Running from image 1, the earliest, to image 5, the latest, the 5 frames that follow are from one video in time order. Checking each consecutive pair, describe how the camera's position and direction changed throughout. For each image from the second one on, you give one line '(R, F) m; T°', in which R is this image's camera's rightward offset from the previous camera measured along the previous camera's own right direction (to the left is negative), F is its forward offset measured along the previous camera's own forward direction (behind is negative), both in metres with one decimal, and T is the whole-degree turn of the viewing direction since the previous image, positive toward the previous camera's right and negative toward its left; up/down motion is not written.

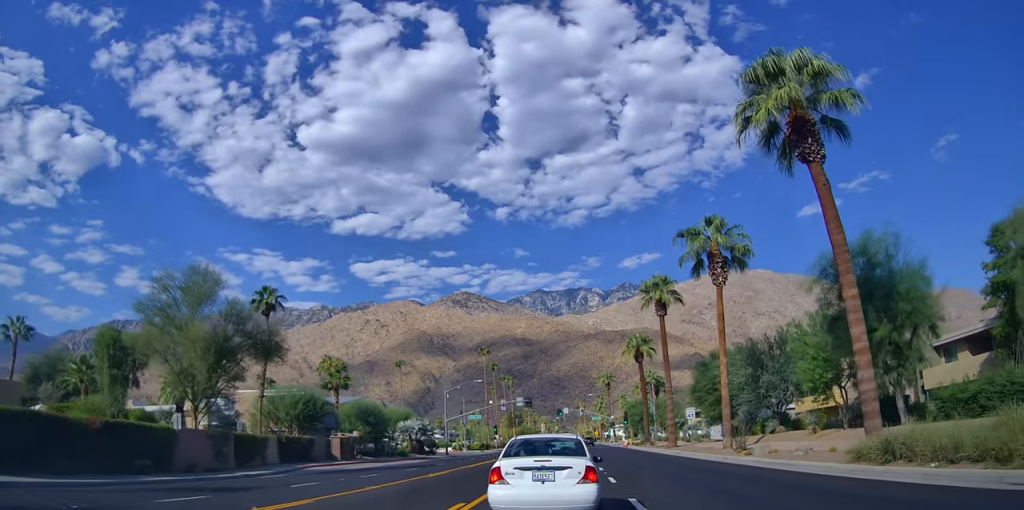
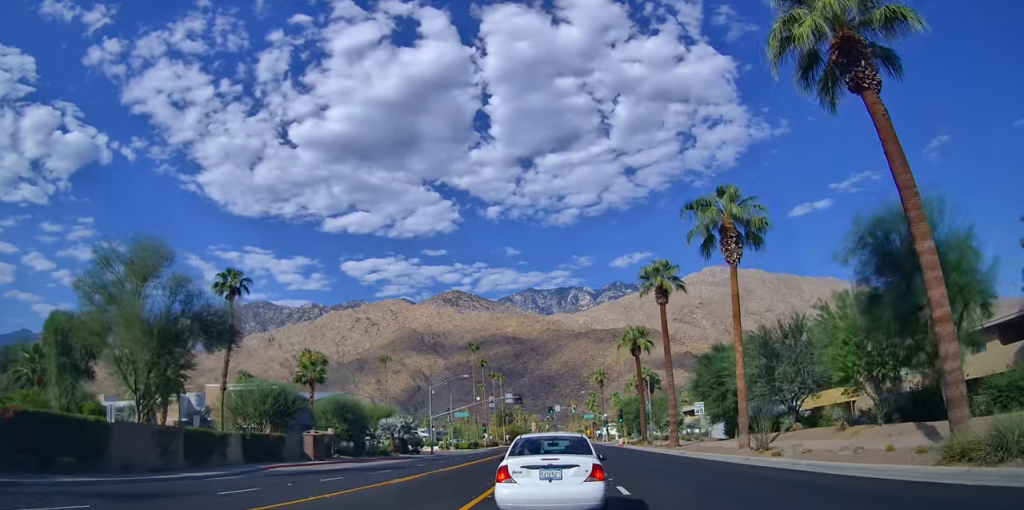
(0.0, +5.1) m; +1°
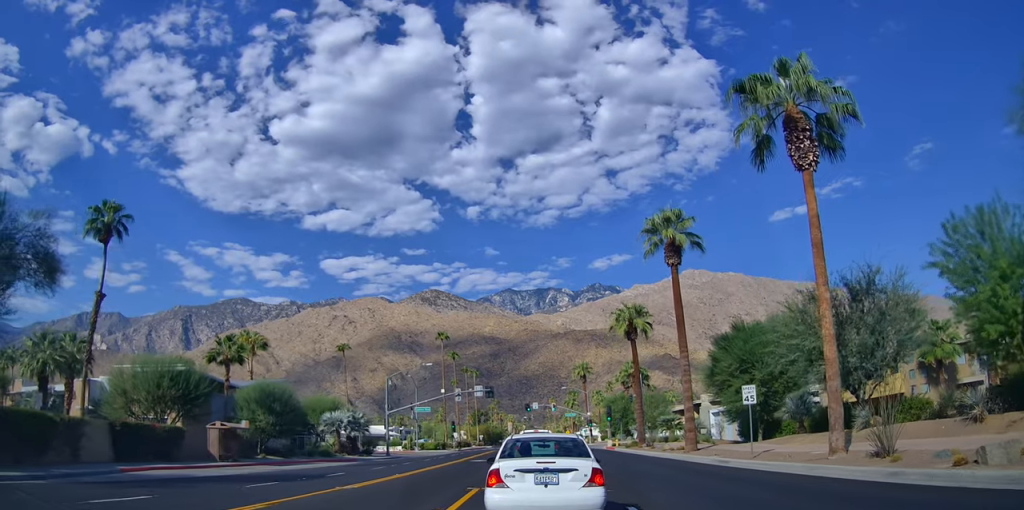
(+0.4, +14.5) m; +3°
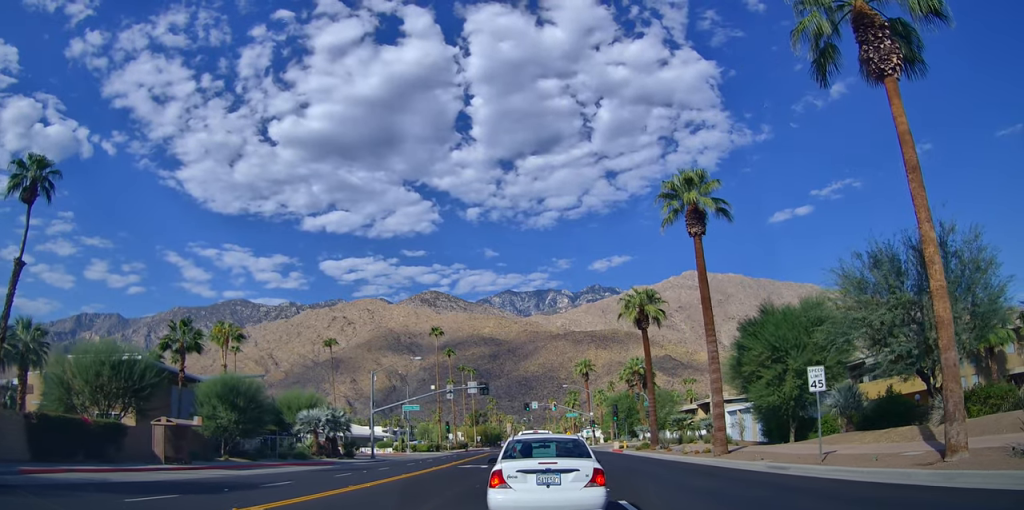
(0.0, +8.9) m; 0°
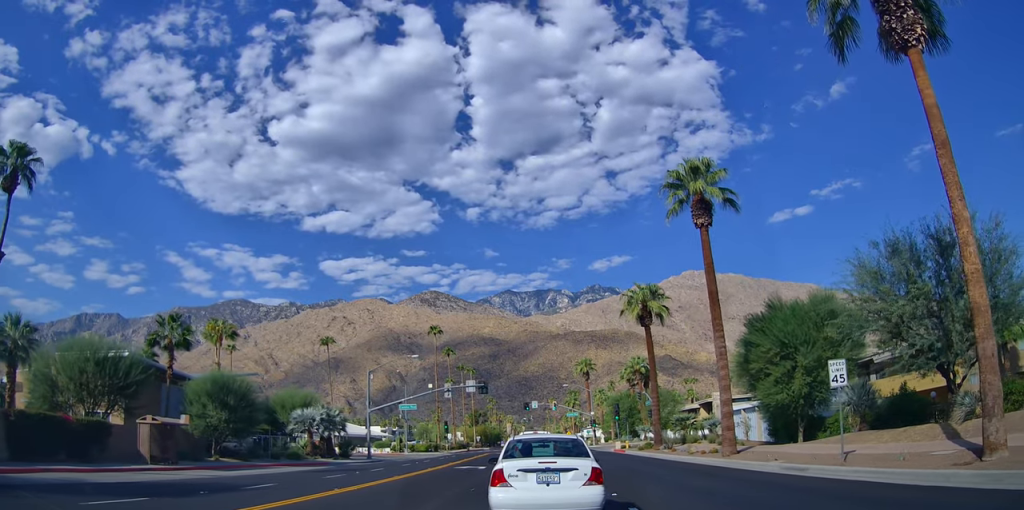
(0.0, +1.5) m; 0°
